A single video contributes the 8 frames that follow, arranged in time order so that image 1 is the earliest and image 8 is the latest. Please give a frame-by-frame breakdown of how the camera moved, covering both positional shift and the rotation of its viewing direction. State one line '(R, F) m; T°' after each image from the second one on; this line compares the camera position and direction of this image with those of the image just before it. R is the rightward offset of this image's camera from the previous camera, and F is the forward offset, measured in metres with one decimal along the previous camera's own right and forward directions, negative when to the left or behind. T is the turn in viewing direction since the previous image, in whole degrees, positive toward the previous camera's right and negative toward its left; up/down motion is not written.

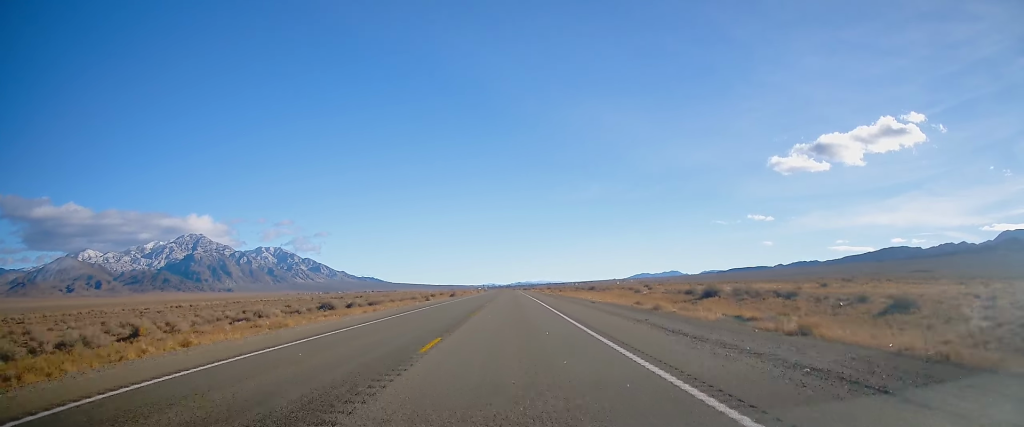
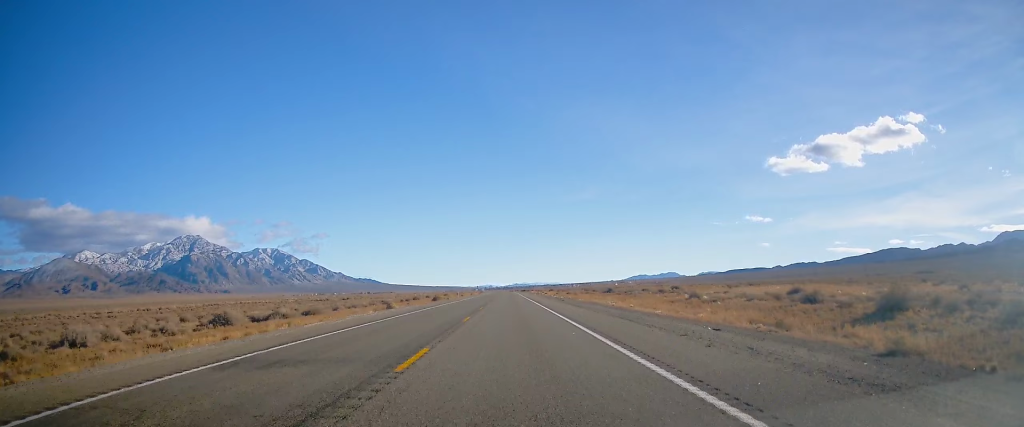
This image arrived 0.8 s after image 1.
(-0.1, +27.0) m; 0°
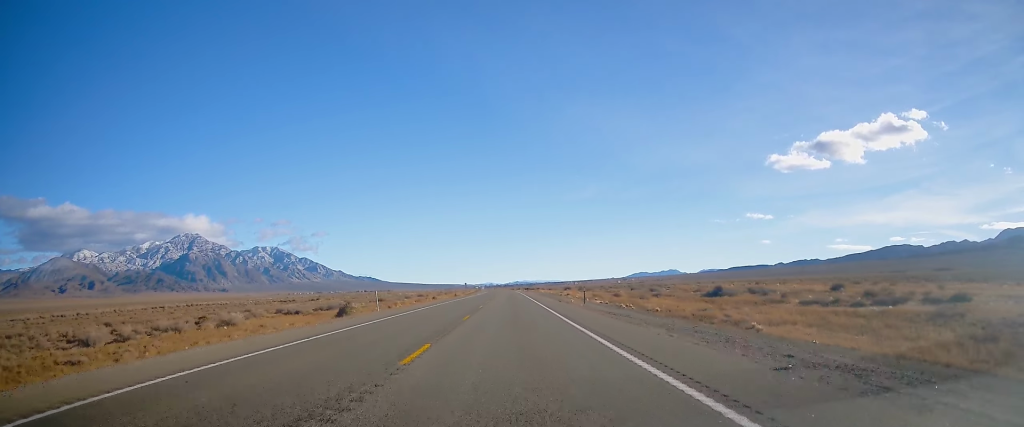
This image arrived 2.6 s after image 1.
(+0.4, +60.3) m; +1°
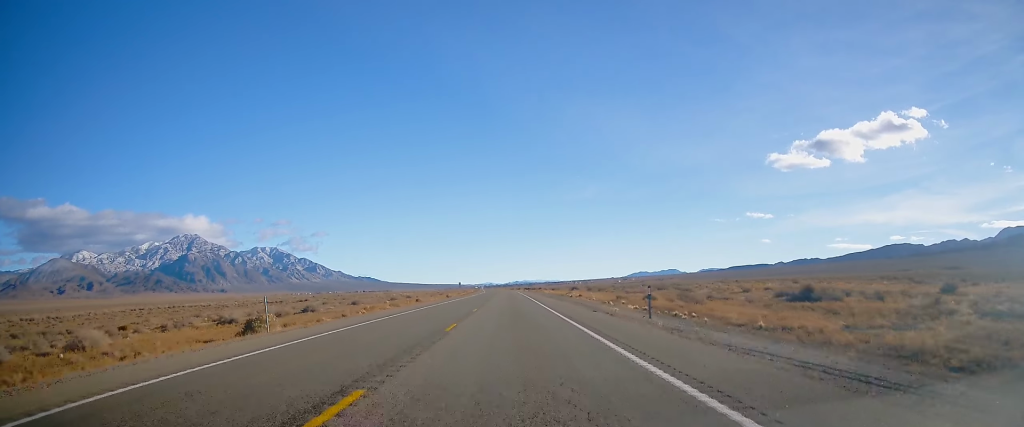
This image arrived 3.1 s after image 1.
(+0.4, +17.6) m; 0°
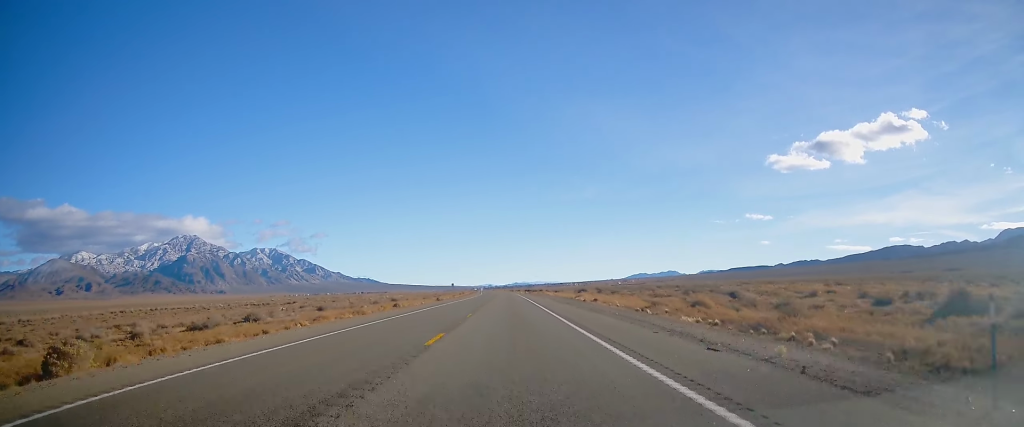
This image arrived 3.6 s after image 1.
(-0.3, +15.5) m; -1°
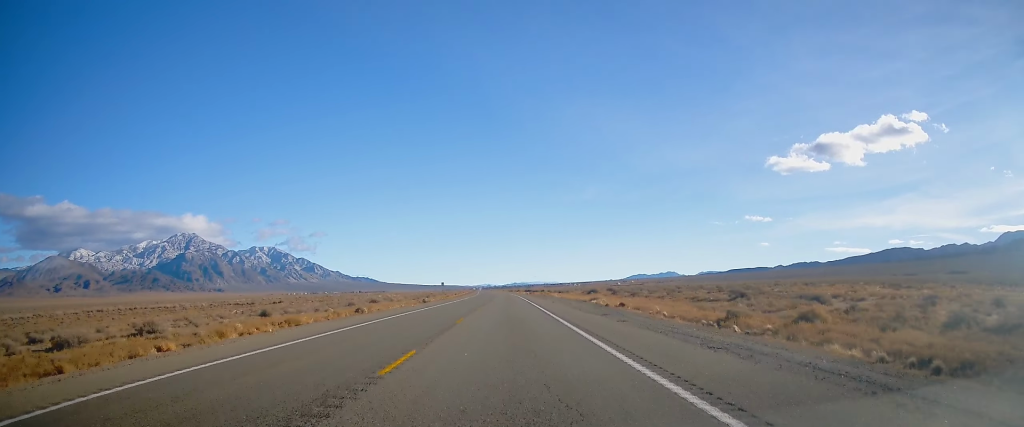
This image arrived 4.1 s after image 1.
(-0.2, +16.6) m; -1°
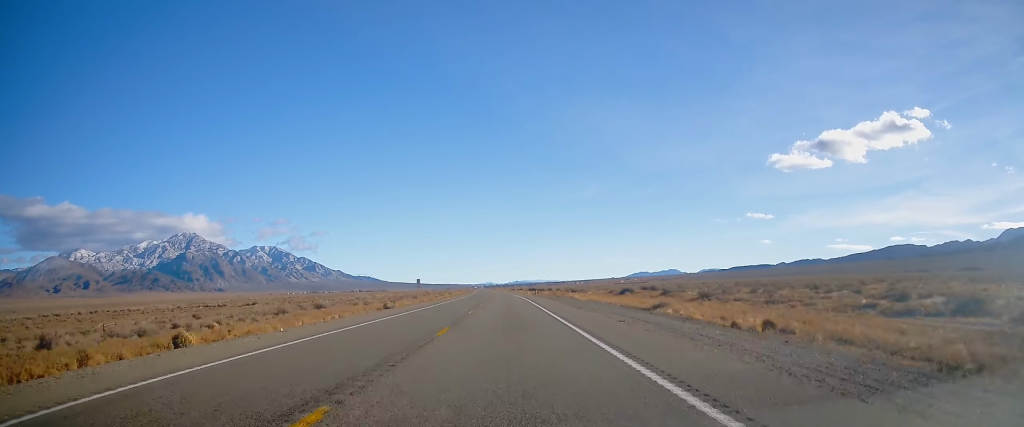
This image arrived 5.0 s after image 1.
(0.0, +30.0) m; 0°
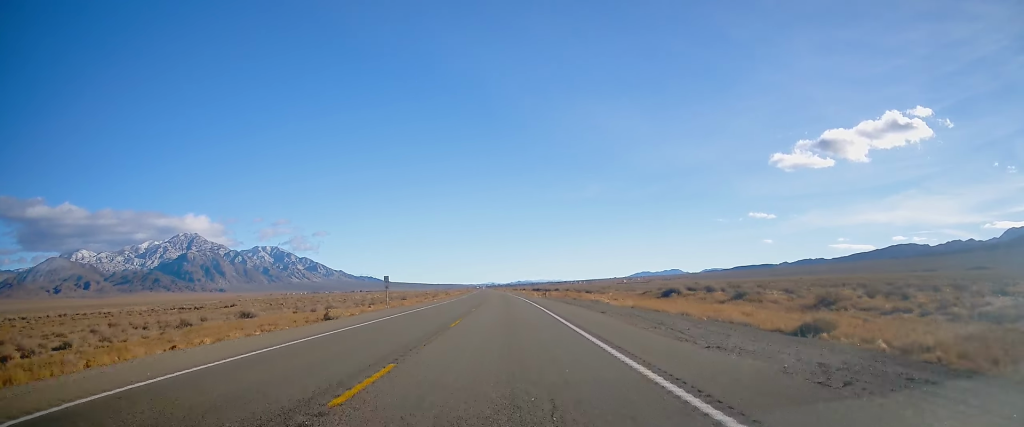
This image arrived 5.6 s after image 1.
(+0.1, +21.2) m; 0°
